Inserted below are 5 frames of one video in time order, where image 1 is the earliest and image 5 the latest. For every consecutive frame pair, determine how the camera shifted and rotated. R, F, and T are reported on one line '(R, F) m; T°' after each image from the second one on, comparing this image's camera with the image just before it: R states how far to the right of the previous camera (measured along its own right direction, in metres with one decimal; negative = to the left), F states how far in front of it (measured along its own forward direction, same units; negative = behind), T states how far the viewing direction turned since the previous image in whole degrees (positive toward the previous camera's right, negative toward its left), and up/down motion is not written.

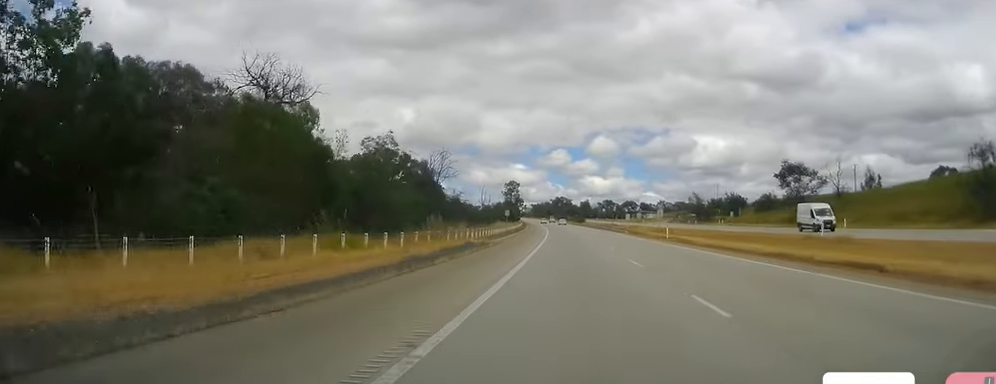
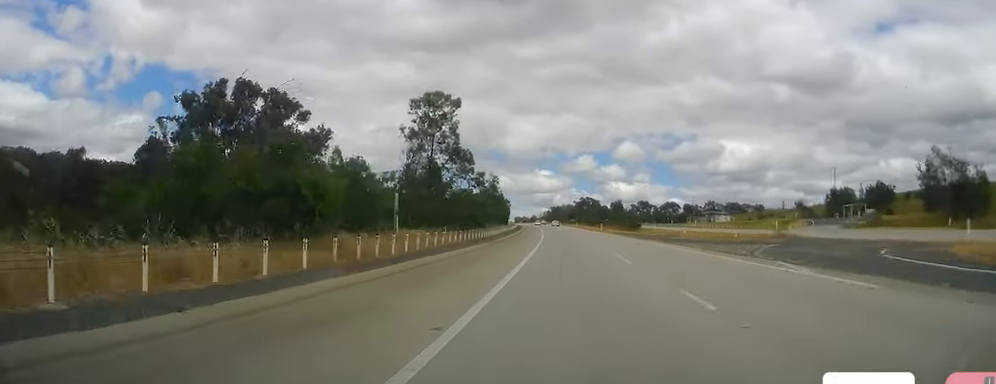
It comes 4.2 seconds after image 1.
(-2.6, +120.5) m; -2°
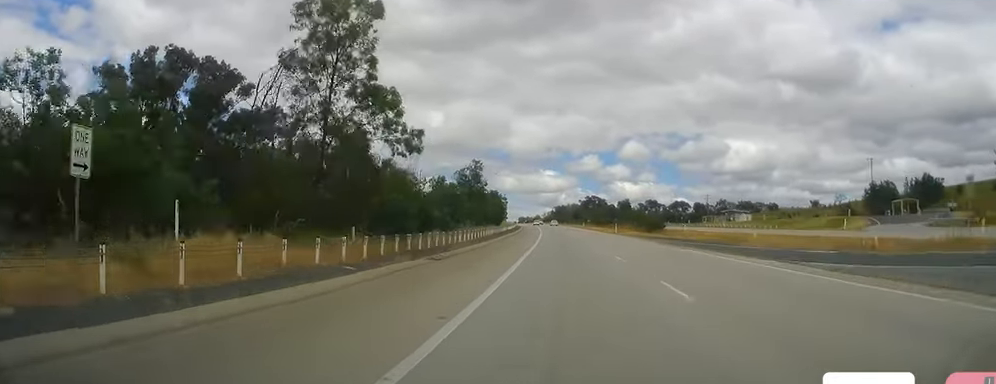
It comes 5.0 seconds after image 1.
(+0.1, +23.2) m; 0°
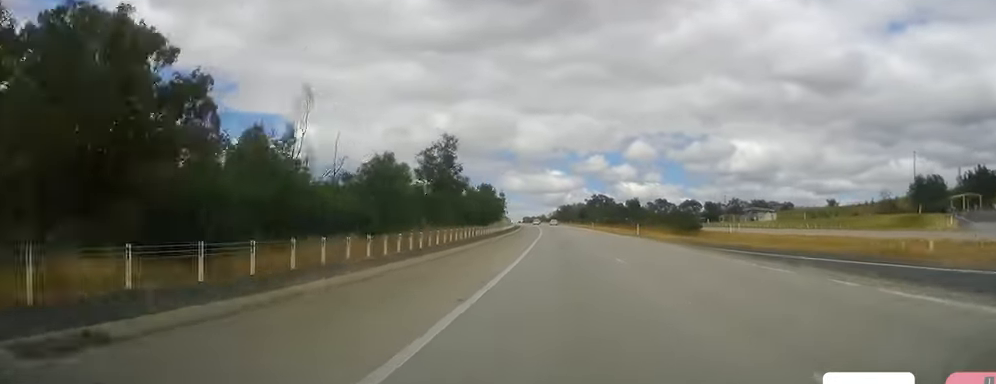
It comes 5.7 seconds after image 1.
(+0.2, +21.3) m; -1°
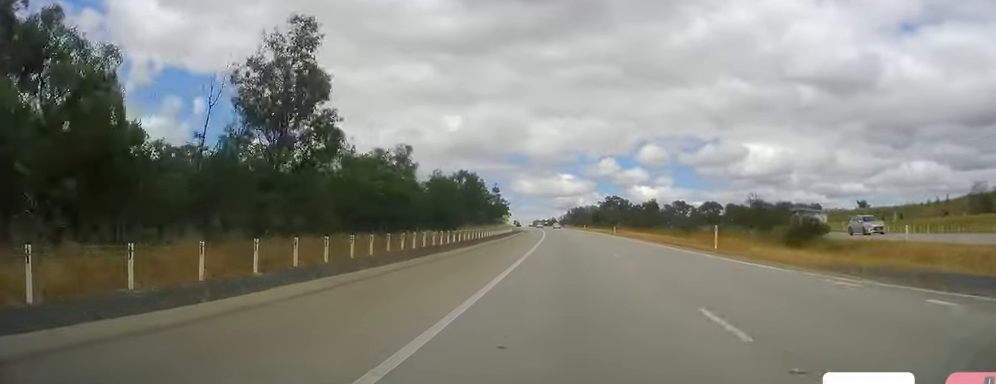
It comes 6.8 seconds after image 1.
(-0.7, +32.0) m; -1°
